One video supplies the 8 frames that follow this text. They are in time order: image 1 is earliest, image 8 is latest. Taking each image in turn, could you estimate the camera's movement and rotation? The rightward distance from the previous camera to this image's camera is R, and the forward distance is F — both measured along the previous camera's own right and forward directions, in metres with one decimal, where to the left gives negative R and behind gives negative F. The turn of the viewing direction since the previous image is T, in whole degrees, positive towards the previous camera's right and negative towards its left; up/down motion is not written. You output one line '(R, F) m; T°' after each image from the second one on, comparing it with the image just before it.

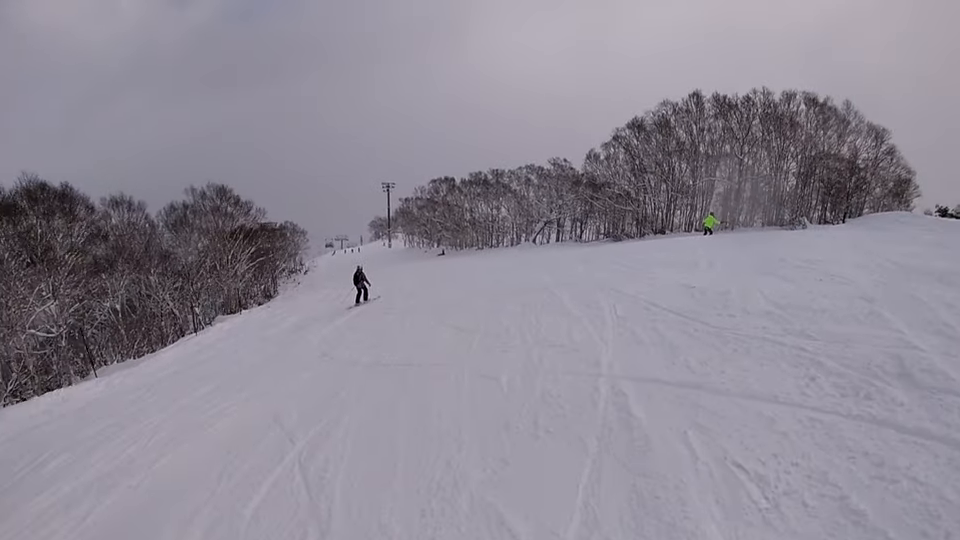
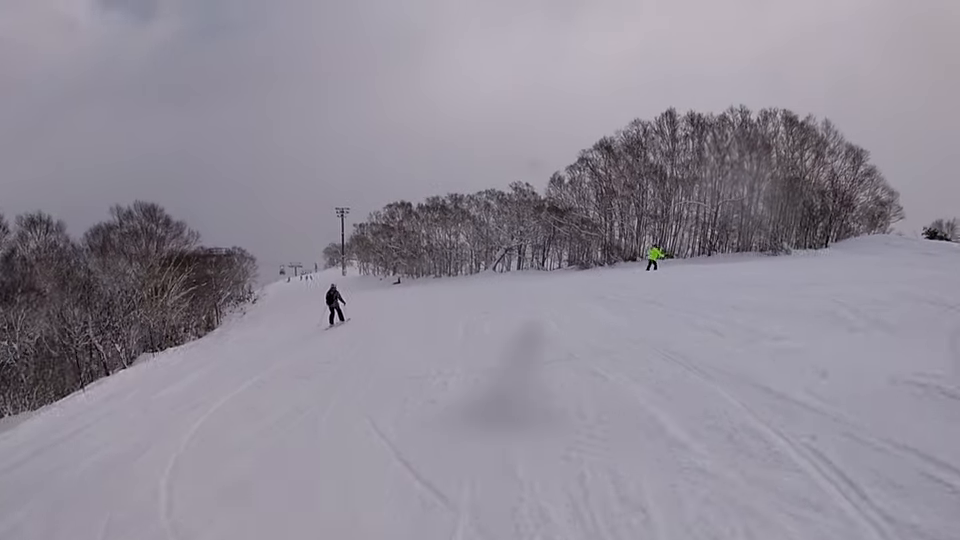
(+0.4, +4.1) m; +12°
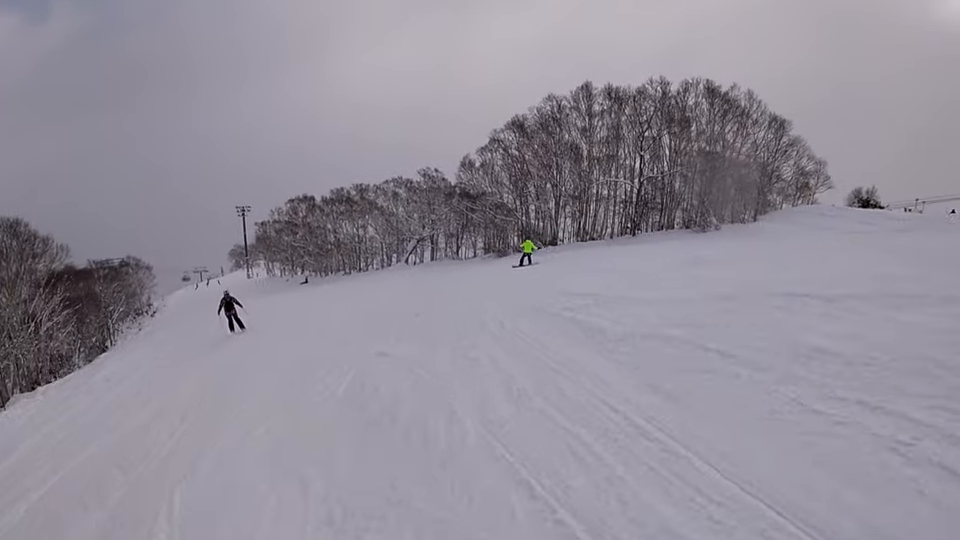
(0.0, +3.7) m; +14°
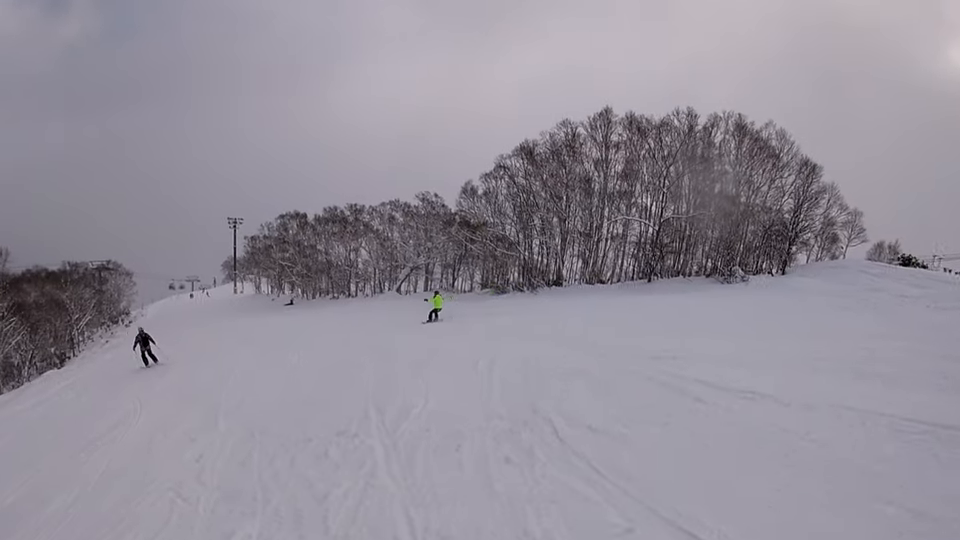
(+1.4, +5.7) m; +5°
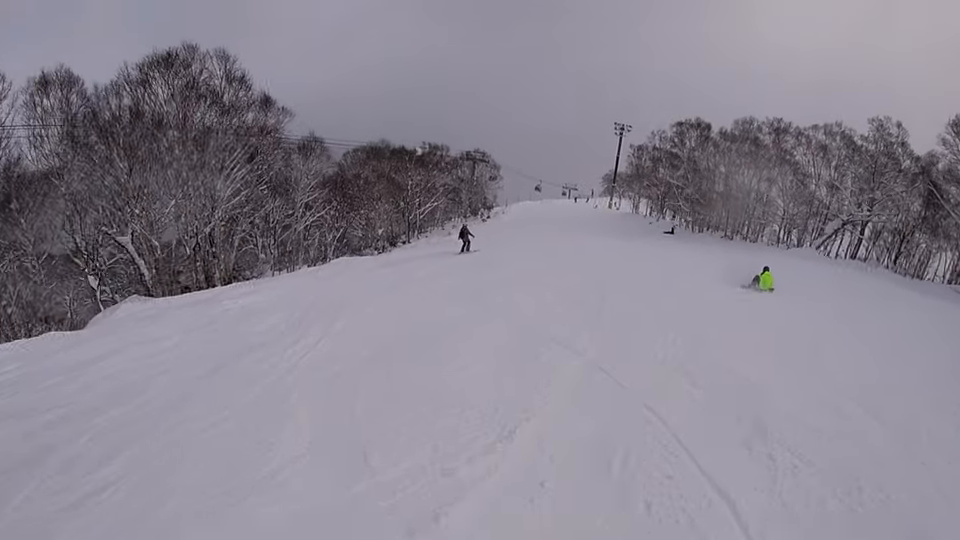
(-4.0, +15.5) m; -33°
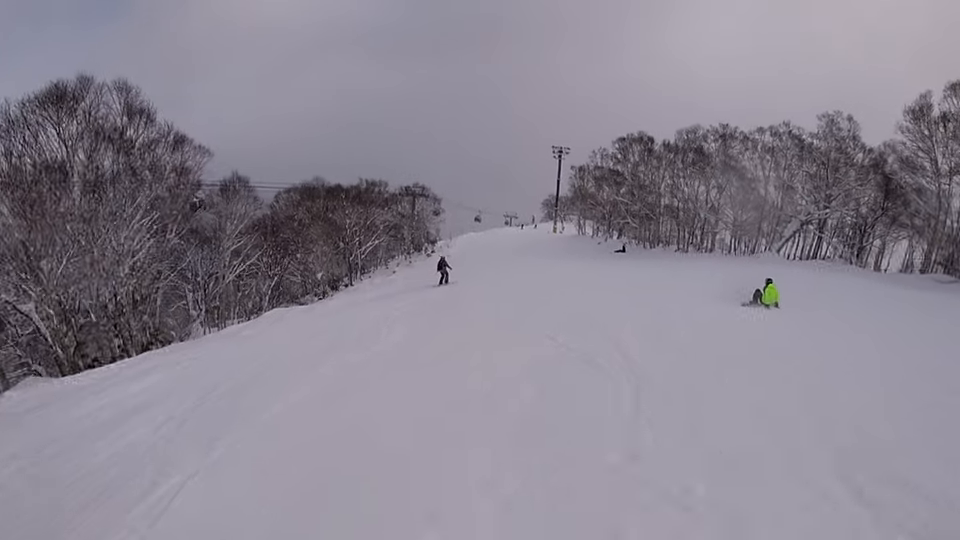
(-0.5, +3.1) m; -4°
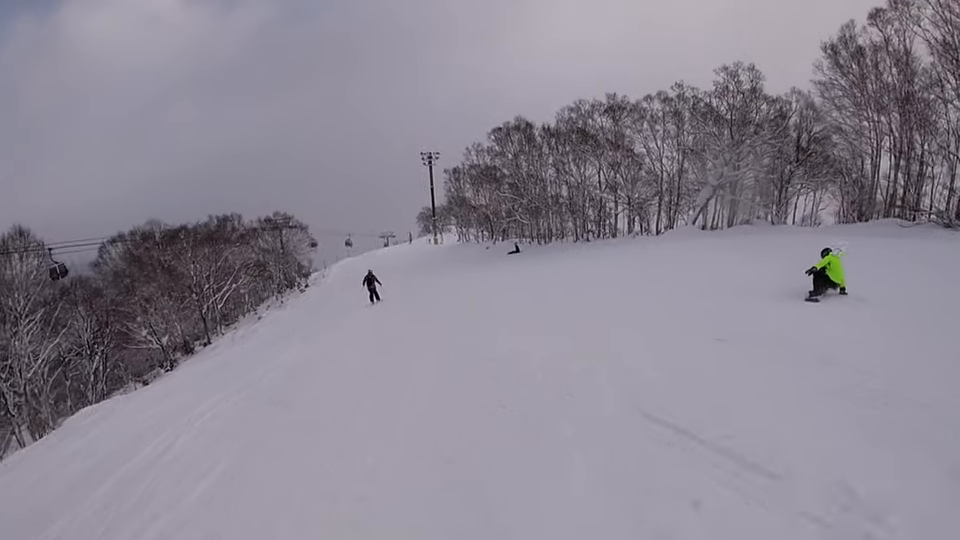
(-0.3, +6.8) m; +9°
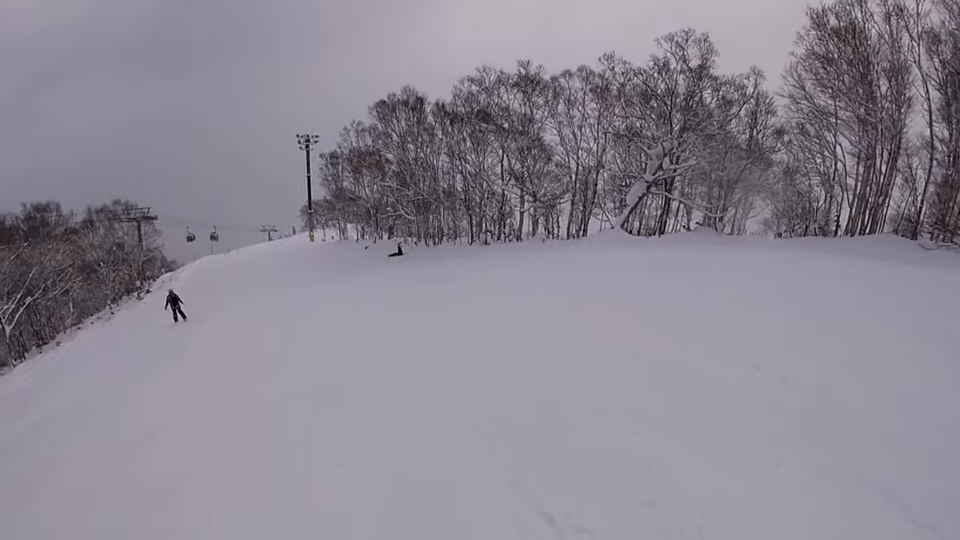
(+2.5, +9.2) m; +23°
